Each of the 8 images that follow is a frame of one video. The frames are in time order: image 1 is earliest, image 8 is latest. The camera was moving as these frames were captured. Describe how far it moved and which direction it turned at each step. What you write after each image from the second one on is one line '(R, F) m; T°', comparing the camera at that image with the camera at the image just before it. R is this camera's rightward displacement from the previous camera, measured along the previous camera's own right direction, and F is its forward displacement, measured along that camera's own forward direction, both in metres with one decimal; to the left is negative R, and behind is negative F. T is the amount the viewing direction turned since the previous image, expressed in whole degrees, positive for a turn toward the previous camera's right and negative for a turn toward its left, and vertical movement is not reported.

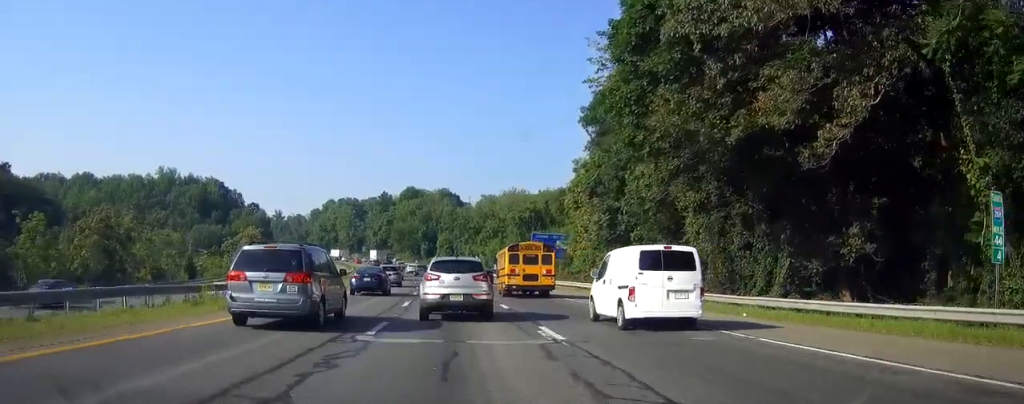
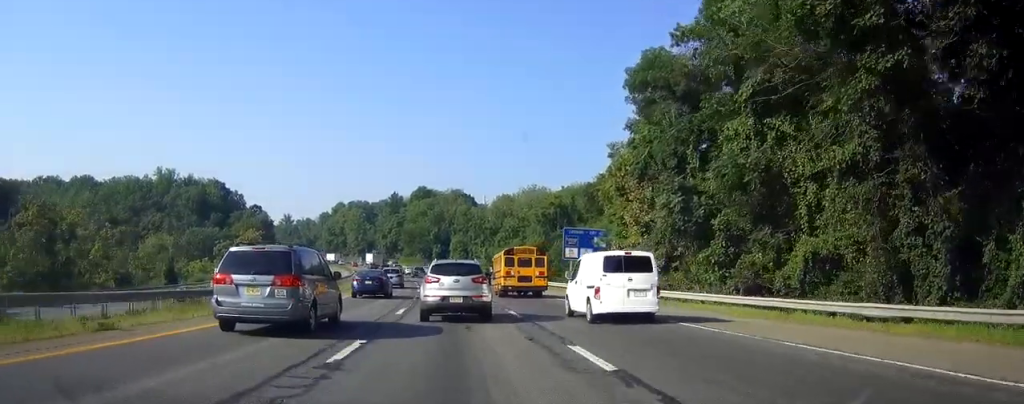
(-0.4, +14.7) m; -2°
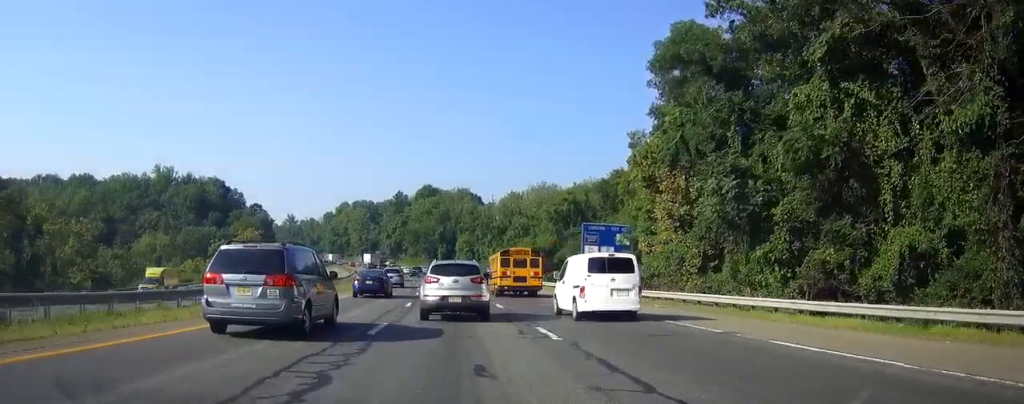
(0.0, +7.1) m; -1°
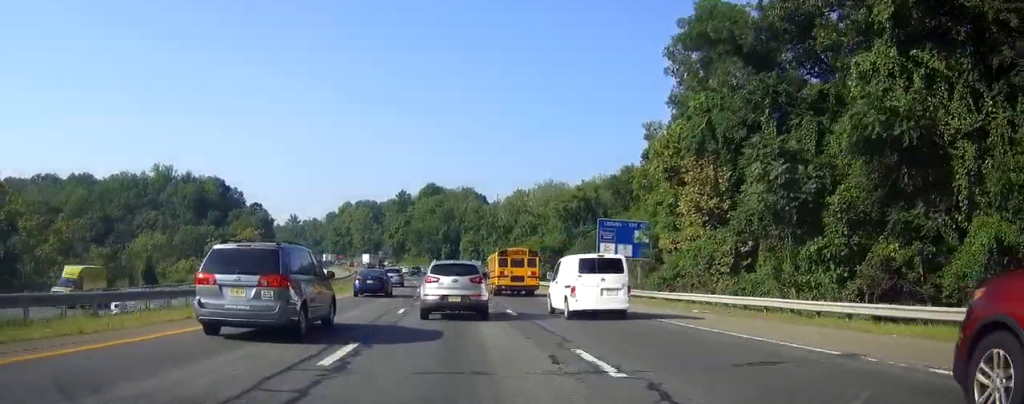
(0.0, +4.8) m; -1°
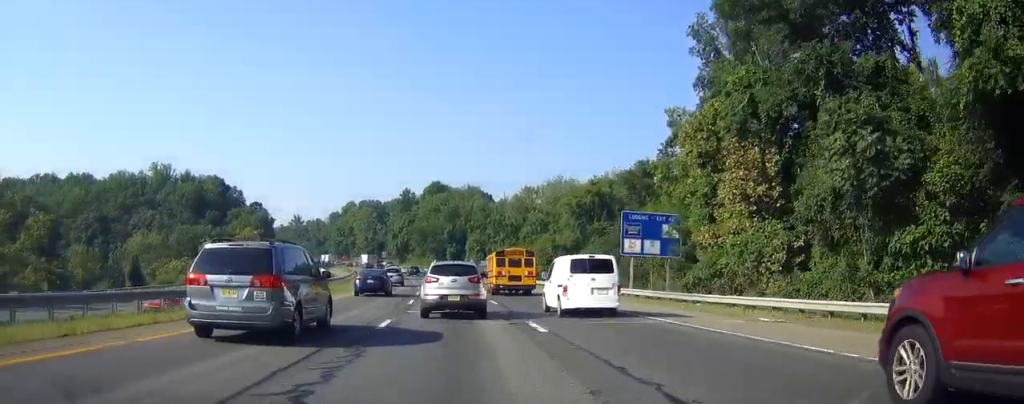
(-0.1, +6.3) m; -1°
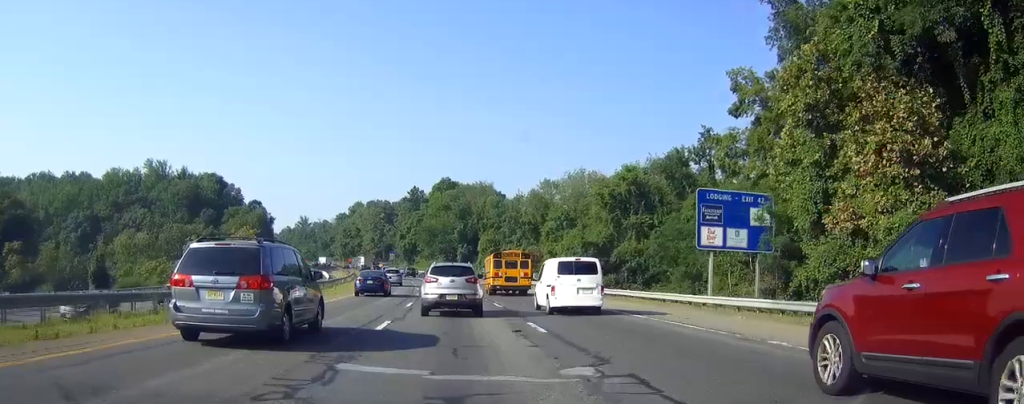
(-0.1, +13.5) m; -1°
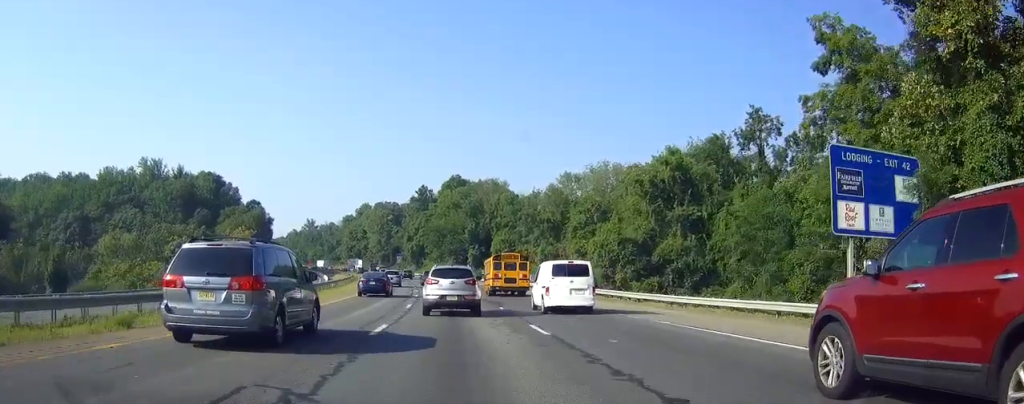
(-0.1, +12.3) m; 0°
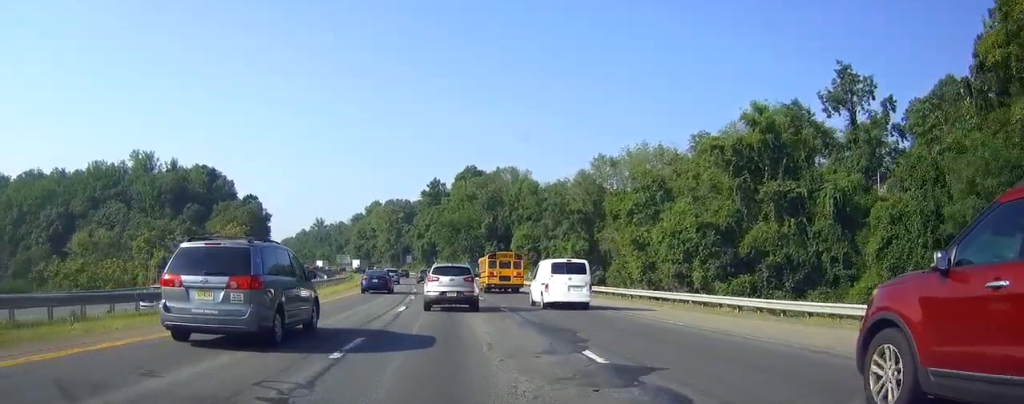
(-0.1, +16.7) m; -1°
